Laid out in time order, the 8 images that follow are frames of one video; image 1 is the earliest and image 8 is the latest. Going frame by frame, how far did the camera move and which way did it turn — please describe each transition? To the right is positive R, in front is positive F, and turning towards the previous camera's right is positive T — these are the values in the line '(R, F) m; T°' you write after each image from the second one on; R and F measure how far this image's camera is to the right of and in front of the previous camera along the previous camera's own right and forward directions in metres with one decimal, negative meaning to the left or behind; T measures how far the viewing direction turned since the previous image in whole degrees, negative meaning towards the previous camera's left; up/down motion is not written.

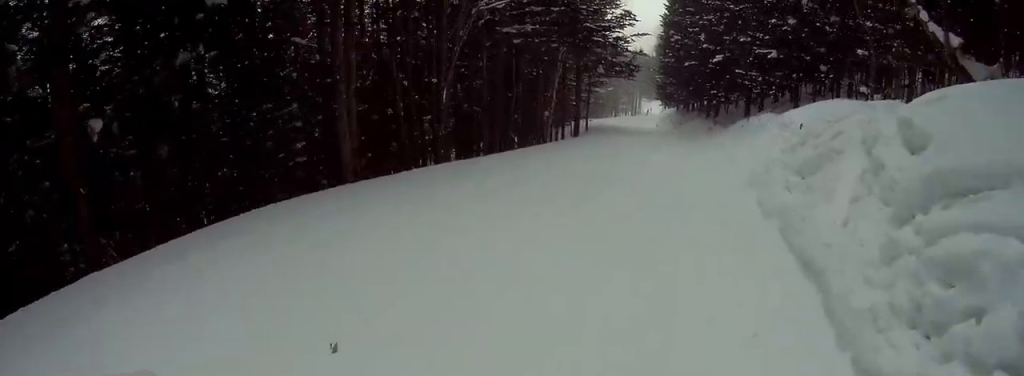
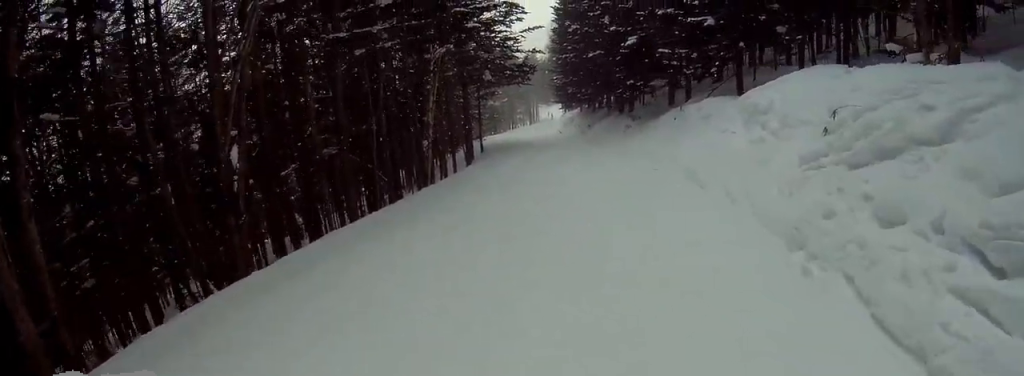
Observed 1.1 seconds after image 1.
(+0.1, +5.7) m; +2°
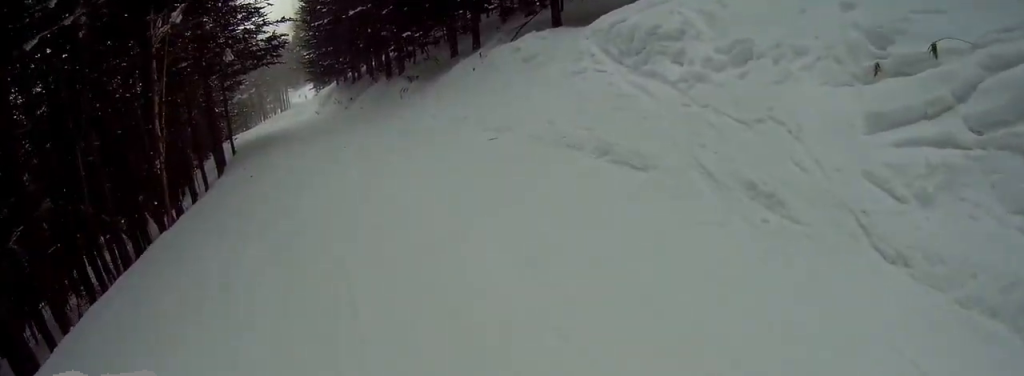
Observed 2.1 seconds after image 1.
(+0.1, +4.6) m; 0°
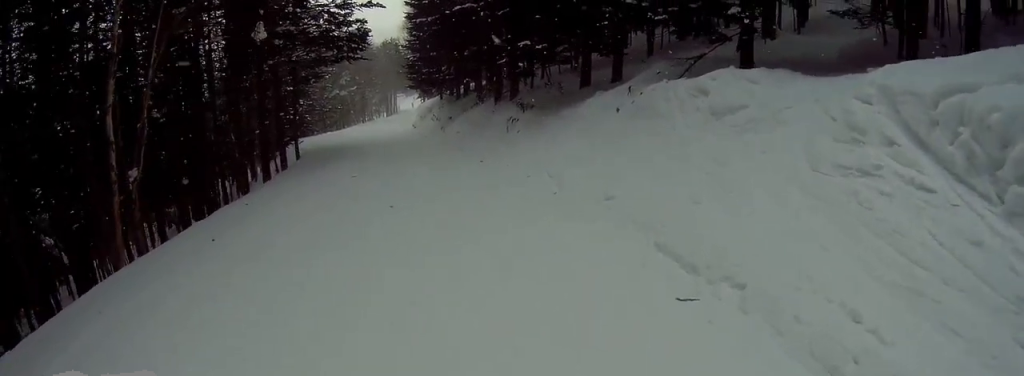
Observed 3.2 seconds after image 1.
(-0.1, +5.5) m; -1°
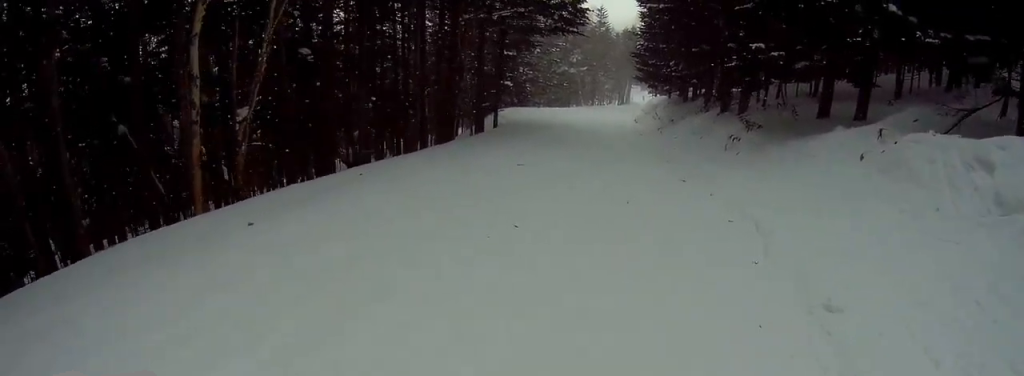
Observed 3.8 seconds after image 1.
(0.0, +2.8) m; -6°
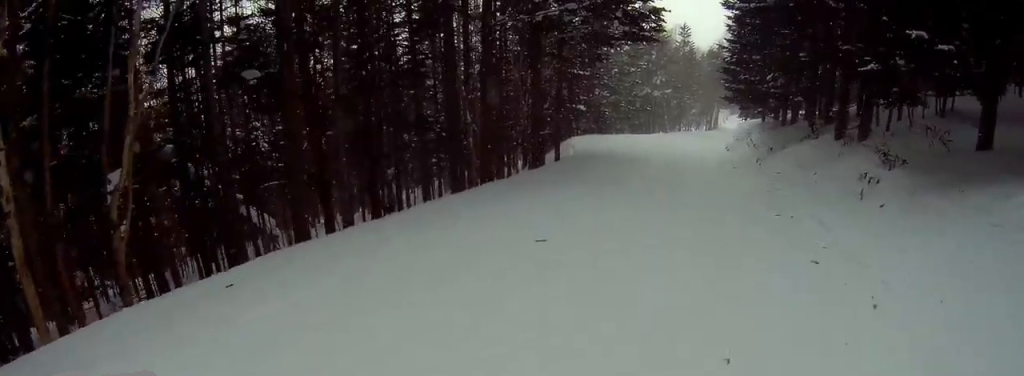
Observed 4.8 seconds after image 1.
(-0.3, +4.7) m; -19°
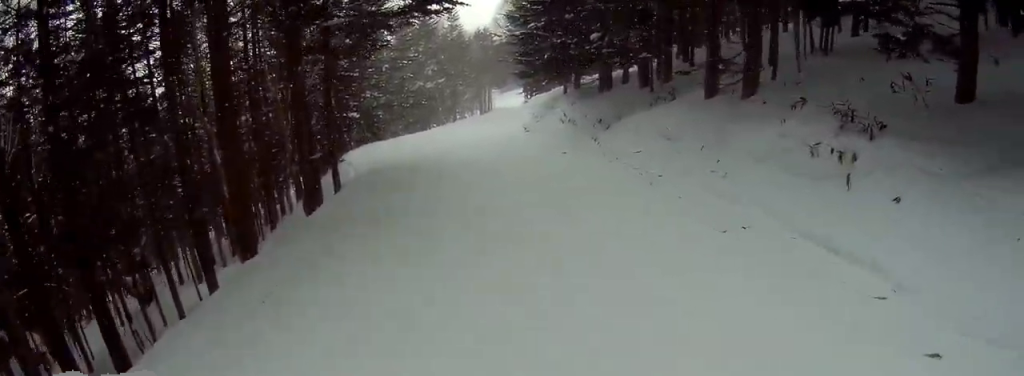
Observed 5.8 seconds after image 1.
(-1.2, +4.5) m; -3°
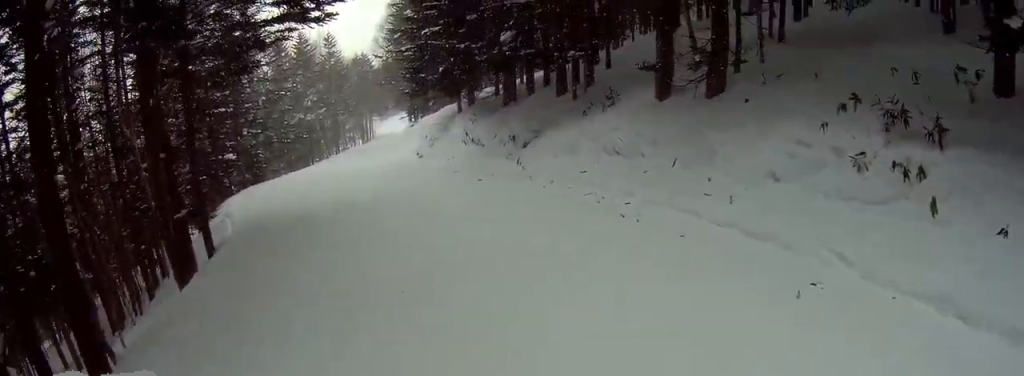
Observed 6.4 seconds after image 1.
(+0.5, +2.5) m; +12°
